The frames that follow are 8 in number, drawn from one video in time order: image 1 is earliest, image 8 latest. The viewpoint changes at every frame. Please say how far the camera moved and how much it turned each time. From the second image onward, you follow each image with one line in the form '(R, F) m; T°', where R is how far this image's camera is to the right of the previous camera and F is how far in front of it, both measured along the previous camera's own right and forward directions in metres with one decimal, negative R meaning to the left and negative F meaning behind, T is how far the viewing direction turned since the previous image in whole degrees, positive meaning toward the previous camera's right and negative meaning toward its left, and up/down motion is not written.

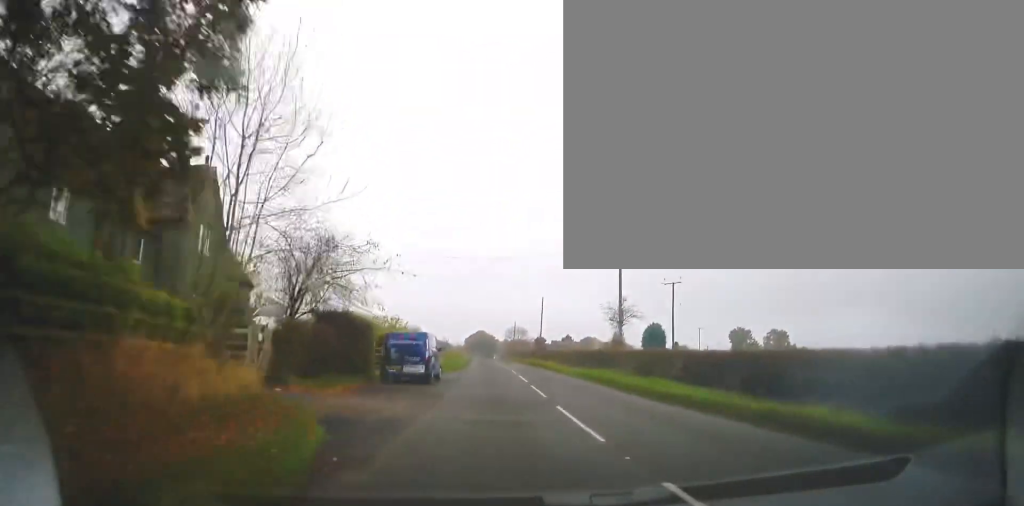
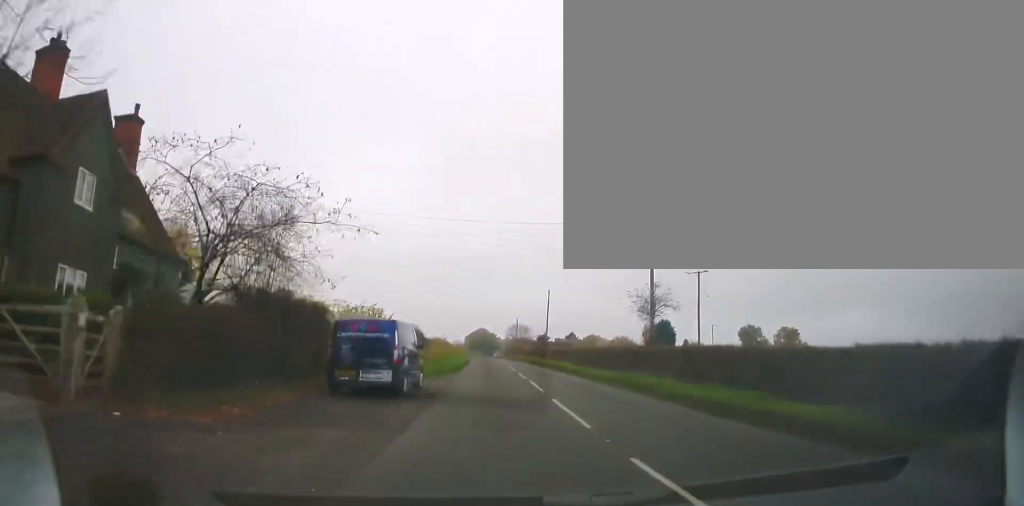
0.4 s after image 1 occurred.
(0.0, +7.5) m; 0°
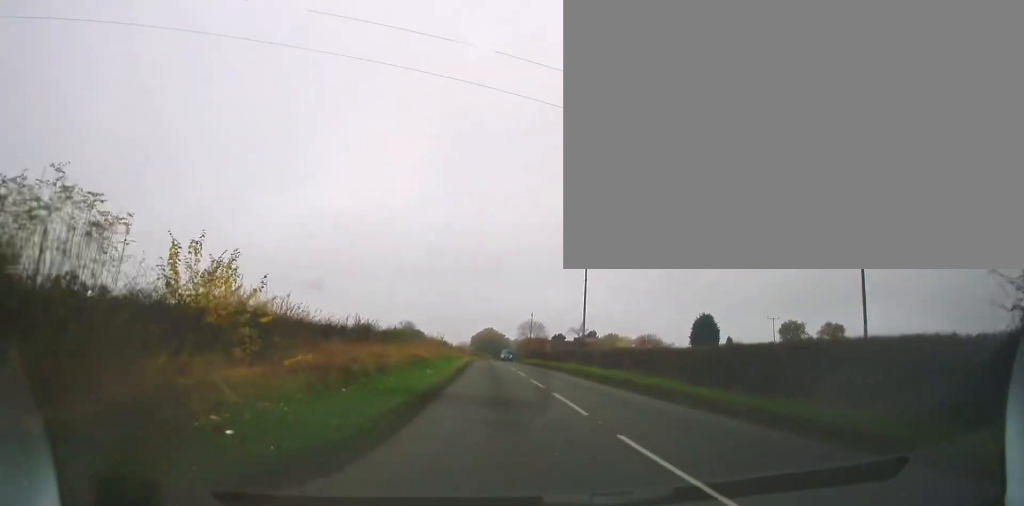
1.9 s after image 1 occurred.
(0.0, +25.0) m; 0°
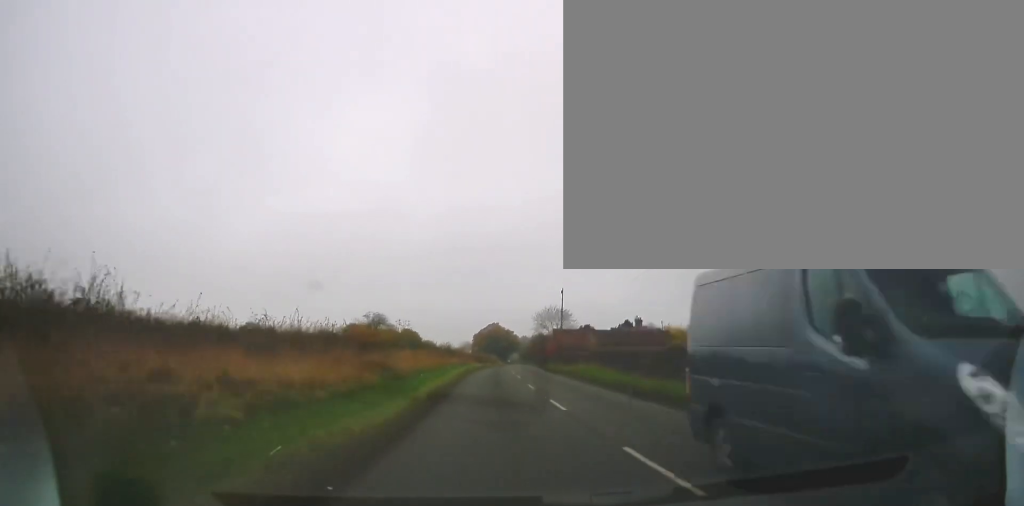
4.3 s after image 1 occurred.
(0.0, +42.3) m; 0°
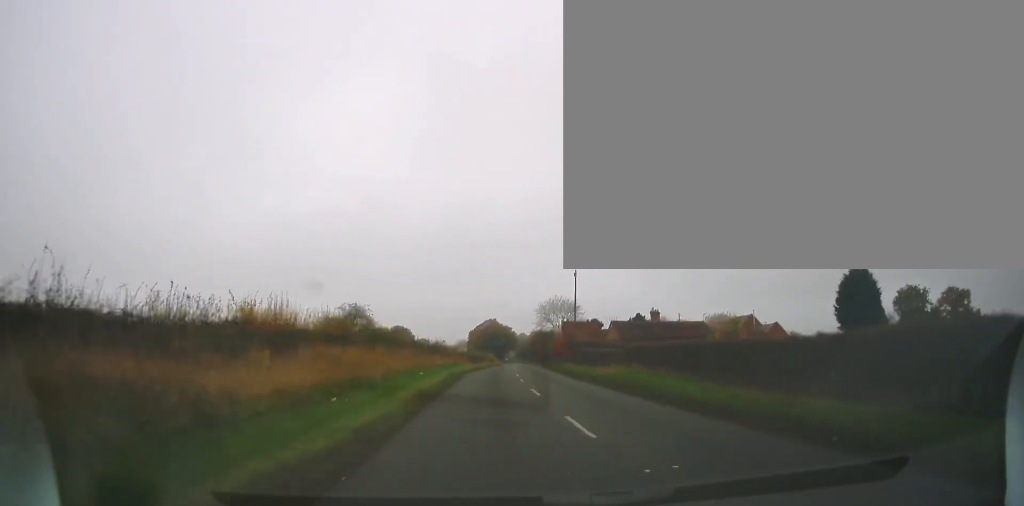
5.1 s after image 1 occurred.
(-0.1, +14.0) m; 0°
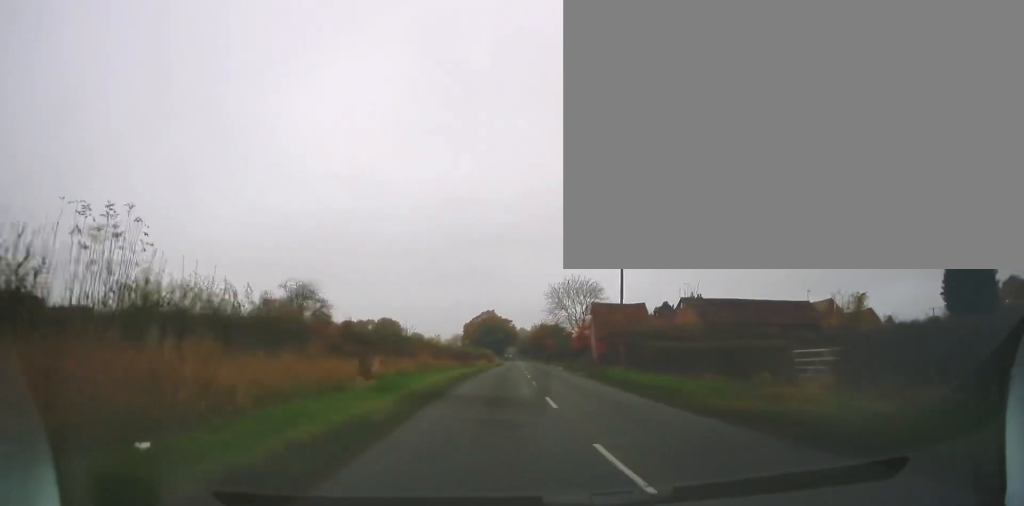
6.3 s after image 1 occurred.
(+0.3, +21.8) m; +2°
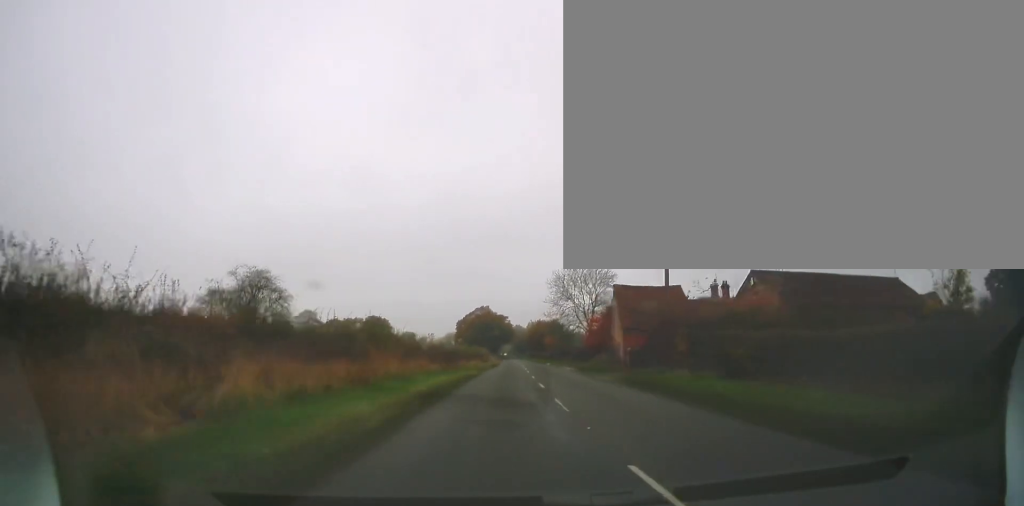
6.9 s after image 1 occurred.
(+0.4, +10.6) m; 0°
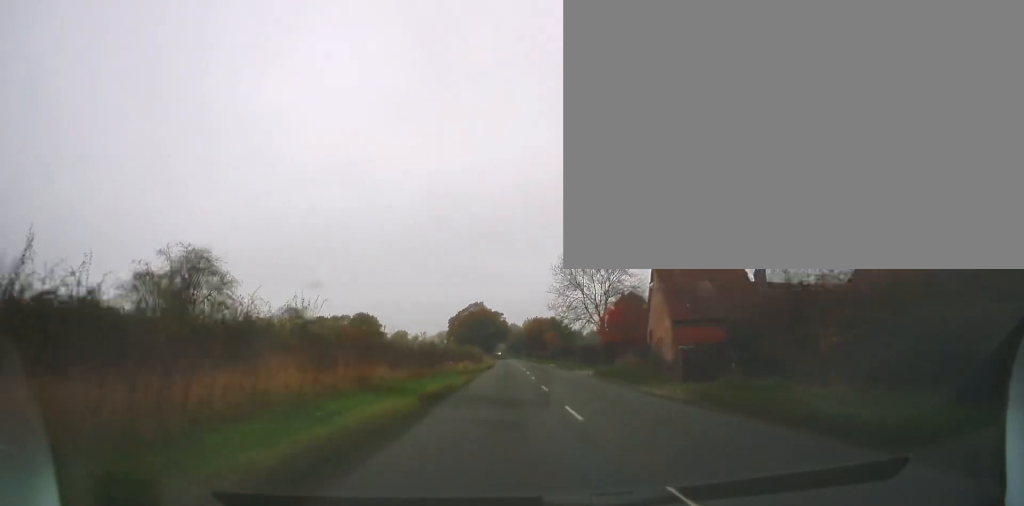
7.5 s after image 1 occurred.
(0.0, +10.1) m; 0°
